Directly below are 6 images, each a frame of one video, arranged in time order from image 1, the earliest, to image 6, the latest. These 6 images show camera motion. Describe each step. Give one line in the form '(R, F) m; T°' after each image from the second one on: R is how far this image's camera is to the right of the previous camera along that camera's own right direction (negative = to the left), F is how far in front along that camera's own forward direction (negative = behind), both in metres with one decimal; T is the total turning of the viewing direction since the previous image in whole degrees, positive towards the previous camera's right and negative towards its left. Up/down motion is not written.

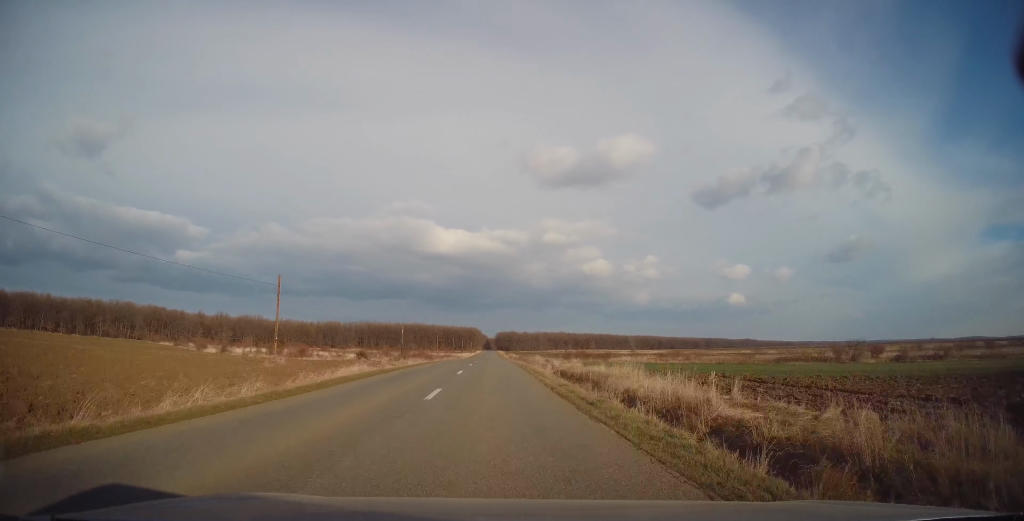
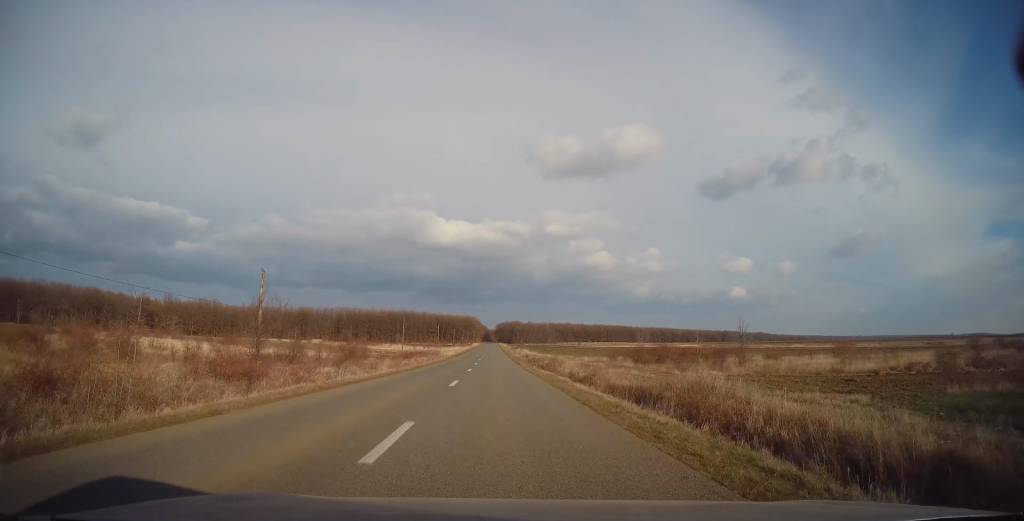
(-0.1, +53.4) m; 0°
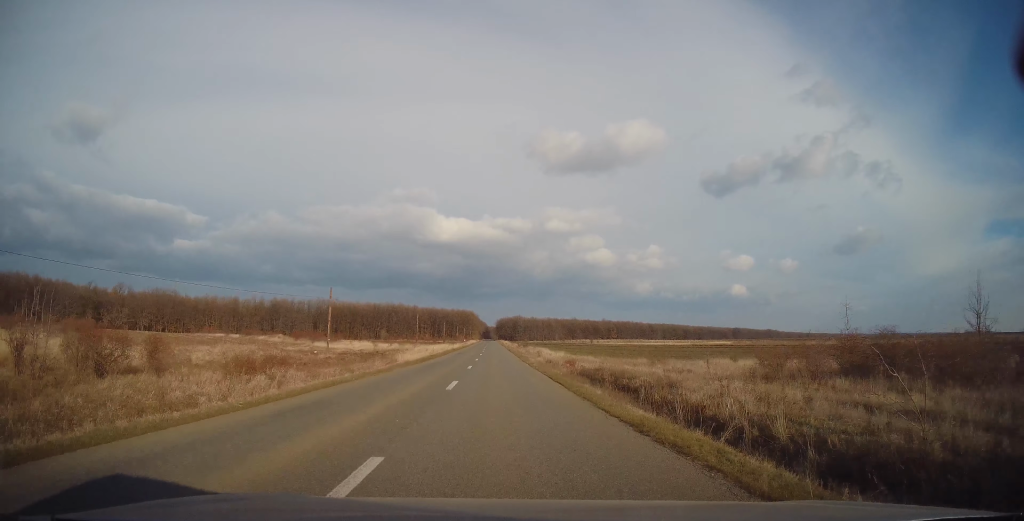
(+0.1, +36.7) m; -1°
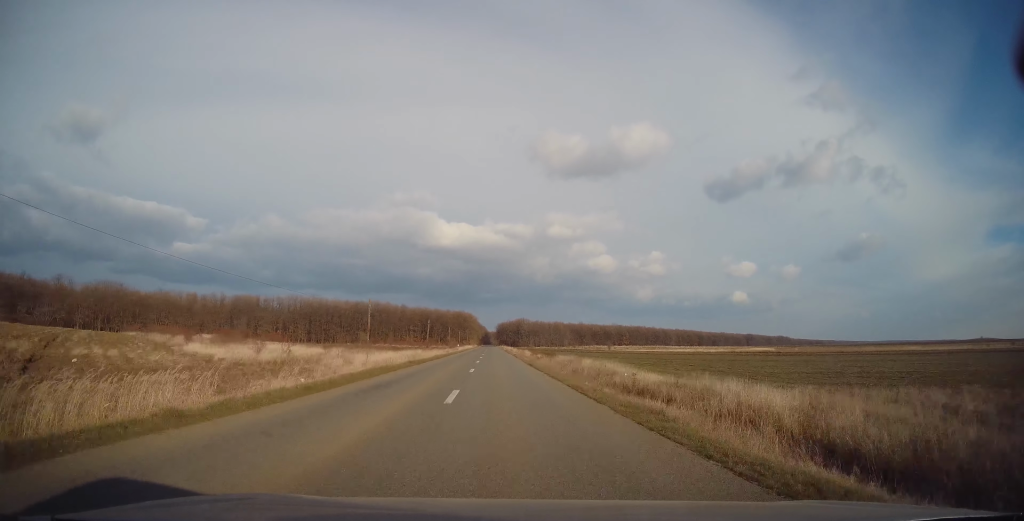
(-0.4, +37.8) m; +1°
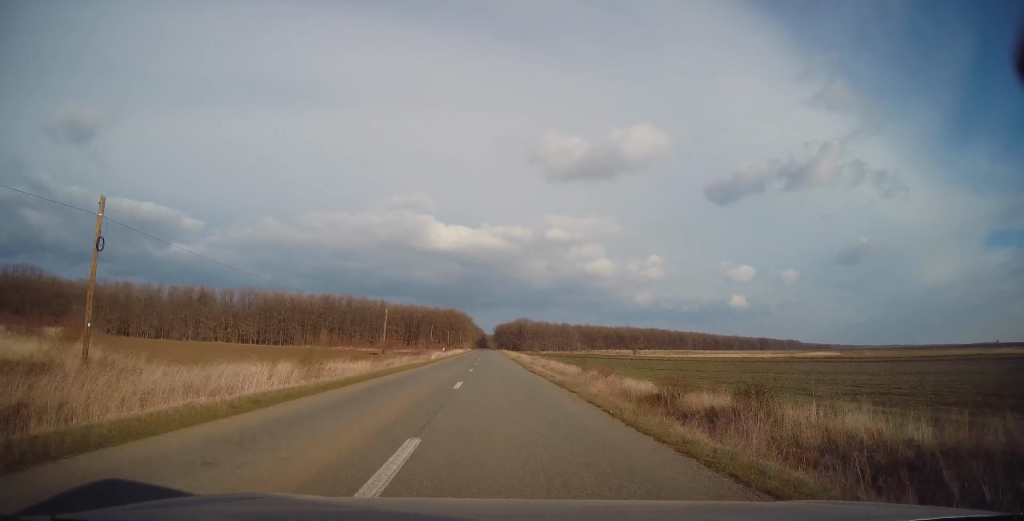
(+0.8, +41.8) m; +1°
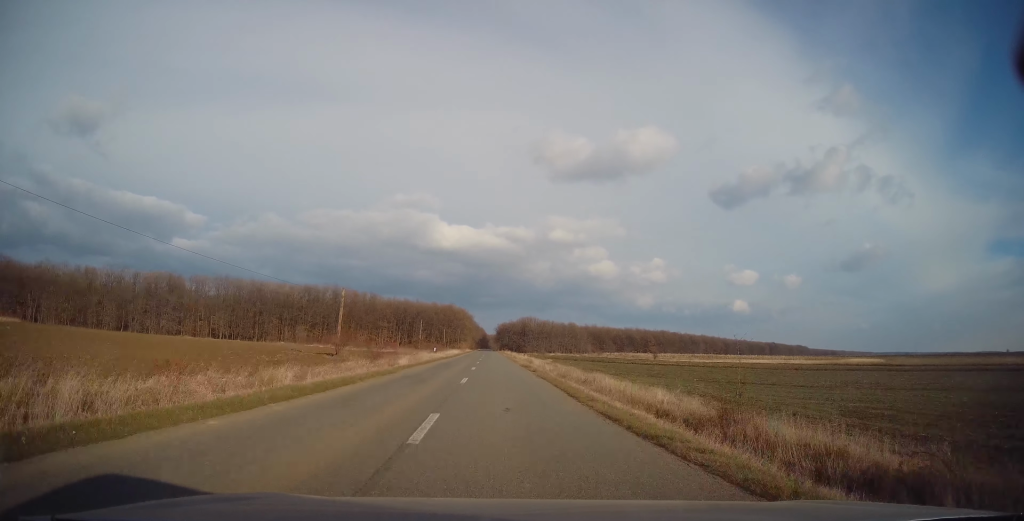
(-0.1, +20.4) m; 0°
